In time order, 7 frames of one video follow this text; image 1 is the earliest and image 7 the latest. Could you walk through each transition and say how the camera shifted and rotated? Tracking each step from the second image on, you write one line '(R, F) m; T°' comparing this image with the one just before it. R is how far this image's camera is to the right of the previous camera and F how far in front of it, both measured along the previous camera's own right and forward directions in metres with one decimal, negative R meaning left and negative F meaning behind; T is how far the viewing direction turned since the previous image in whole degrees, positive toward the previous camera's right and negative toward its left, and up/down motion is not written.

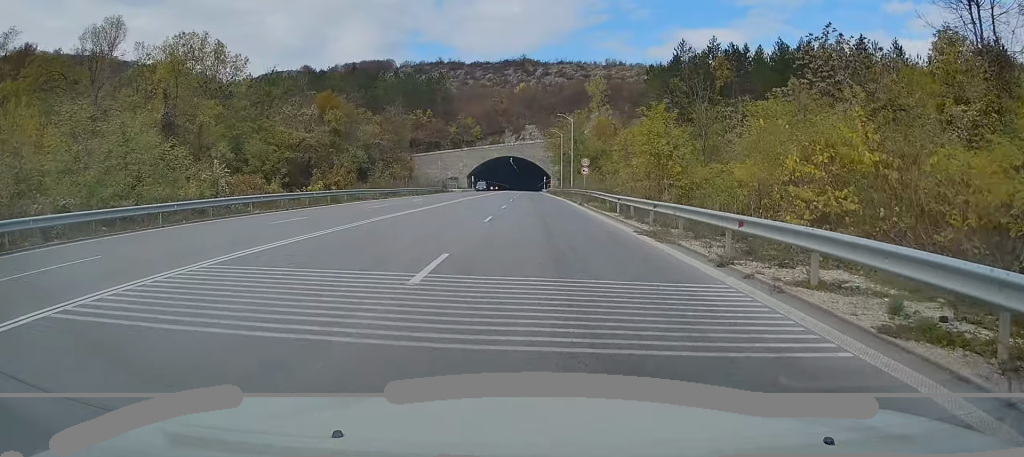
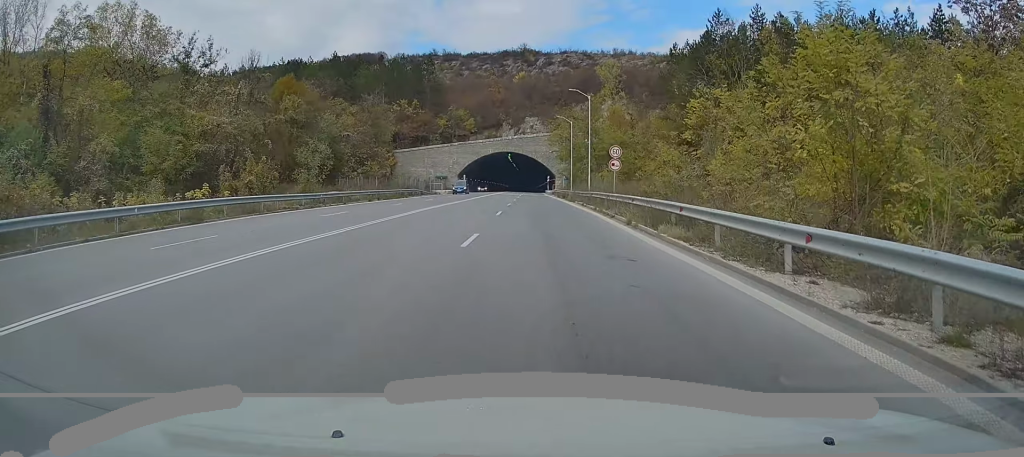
(+0.2, +19.8) m; 0°
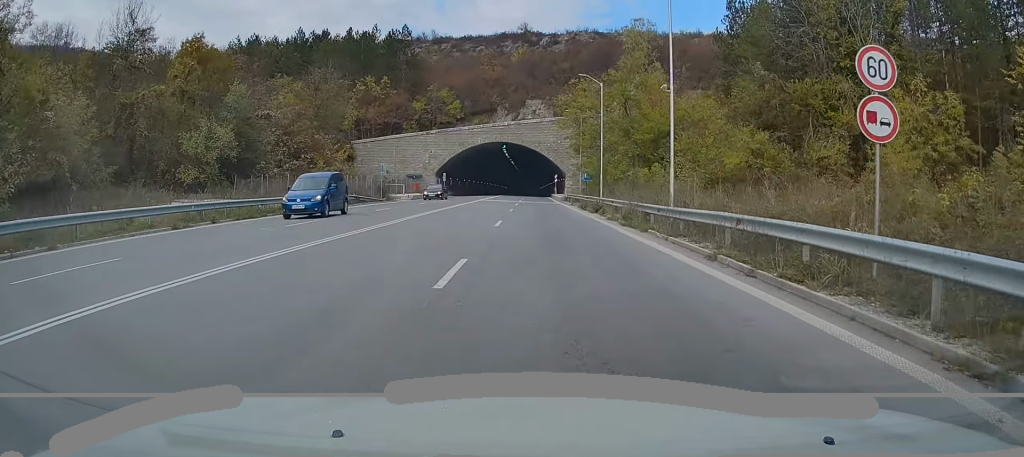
(-0.1, +28.2) m; -1°
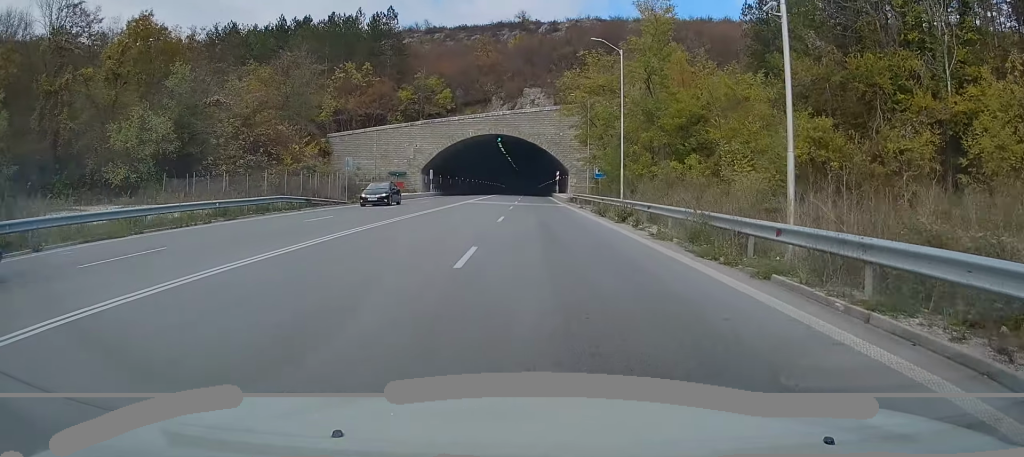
(-0.3, +10.0) m; 0°
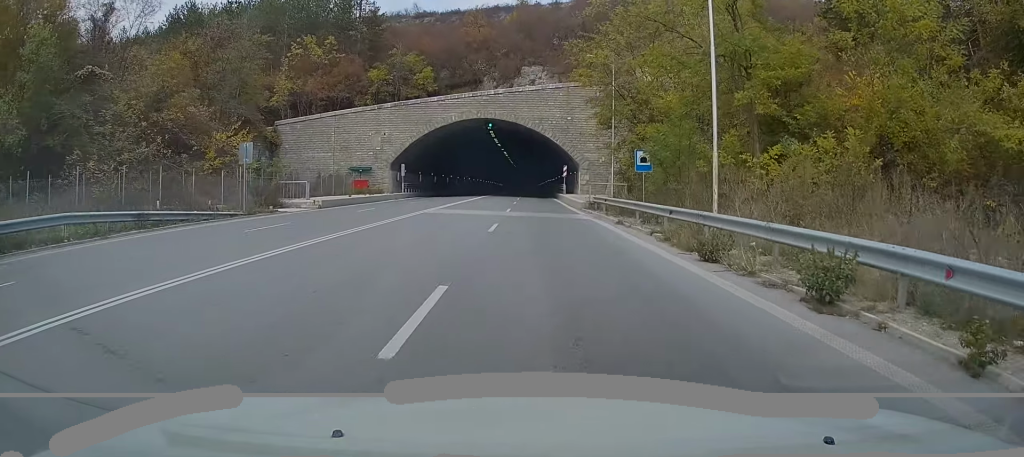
(+0.1, +16.6) m; +1°
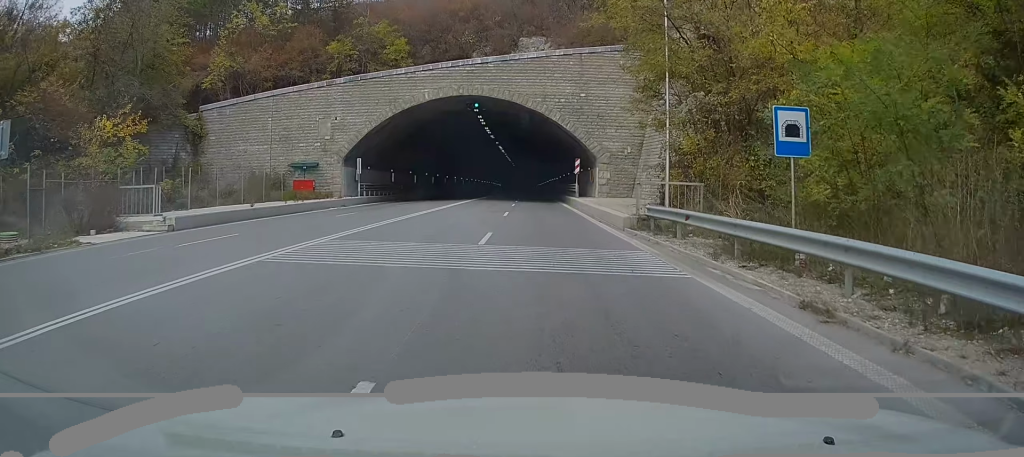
(+0.1, +15.3) m; 0°
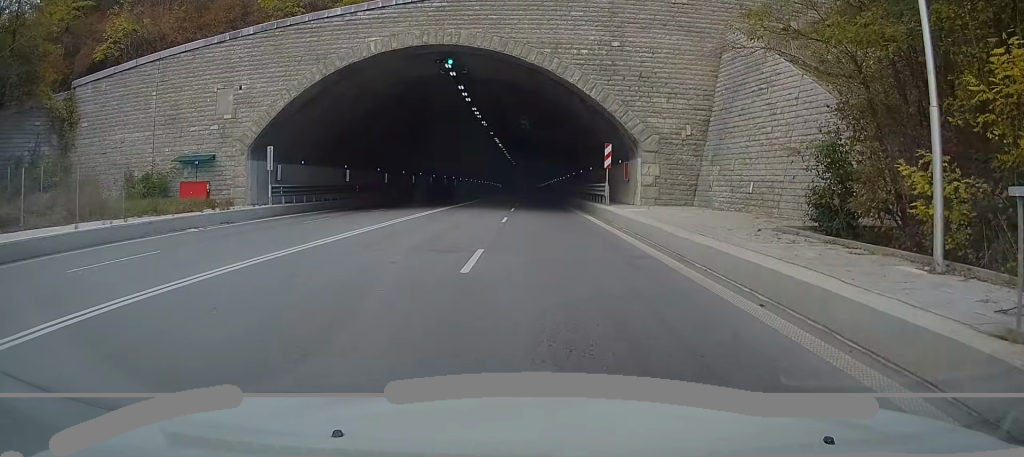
(-0.1, +15.8) m; 0°
